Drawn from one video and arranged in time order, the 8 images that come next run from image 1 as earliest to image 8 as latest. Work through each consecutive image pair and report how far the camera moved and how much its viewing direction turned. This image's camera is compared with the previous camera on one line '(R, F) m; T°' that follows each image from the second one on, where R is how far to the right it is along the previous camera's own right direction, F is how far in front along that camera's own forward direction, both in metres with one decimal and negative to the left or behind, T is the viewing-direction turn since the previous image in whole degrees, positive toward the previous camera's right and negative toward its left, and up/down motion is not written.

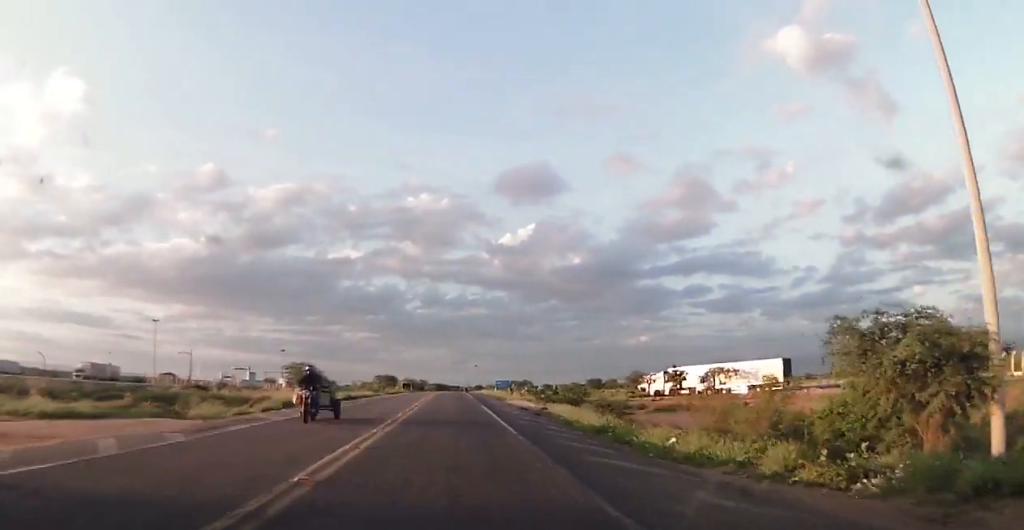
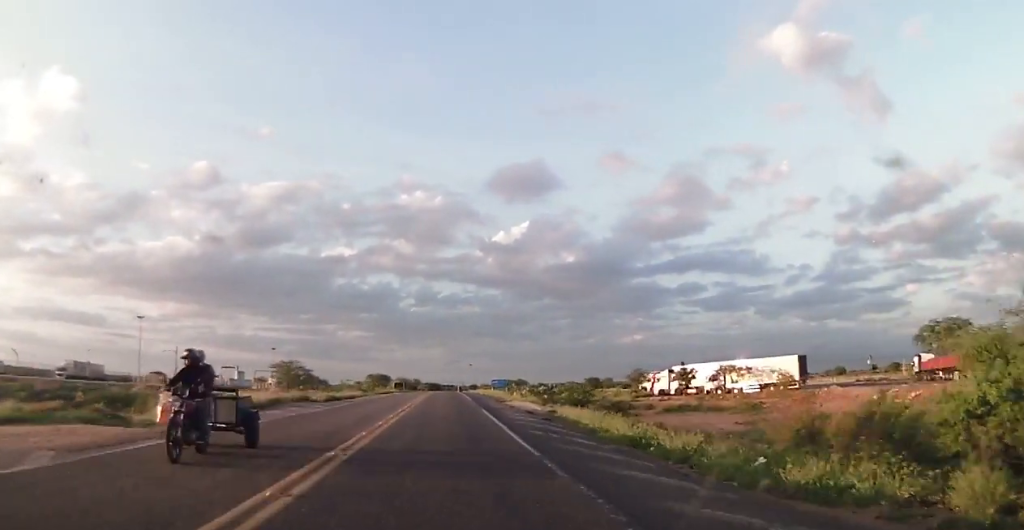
(-0.1, +5.1) m; +1°
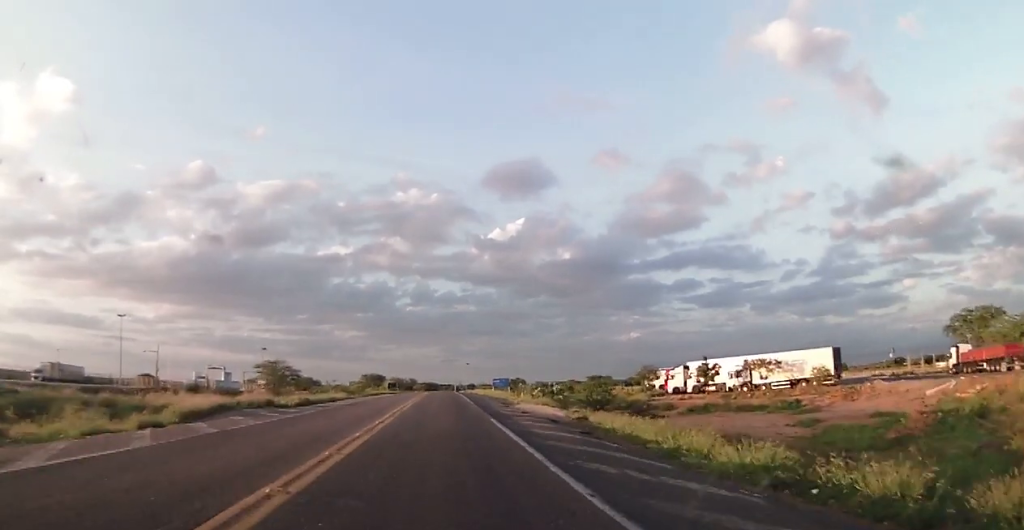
(+0.1, +7.8) m; +1°
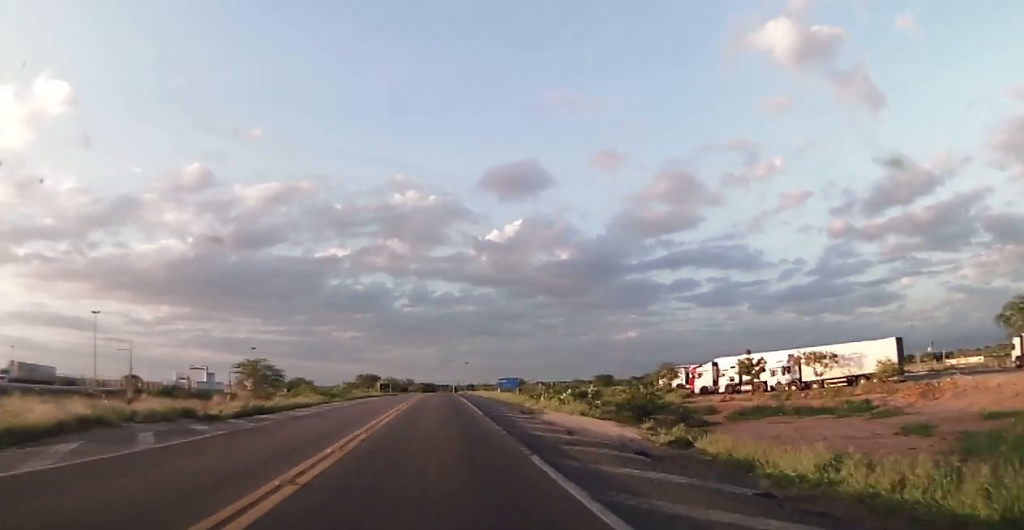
(+0.2, +10.9) m; 0°
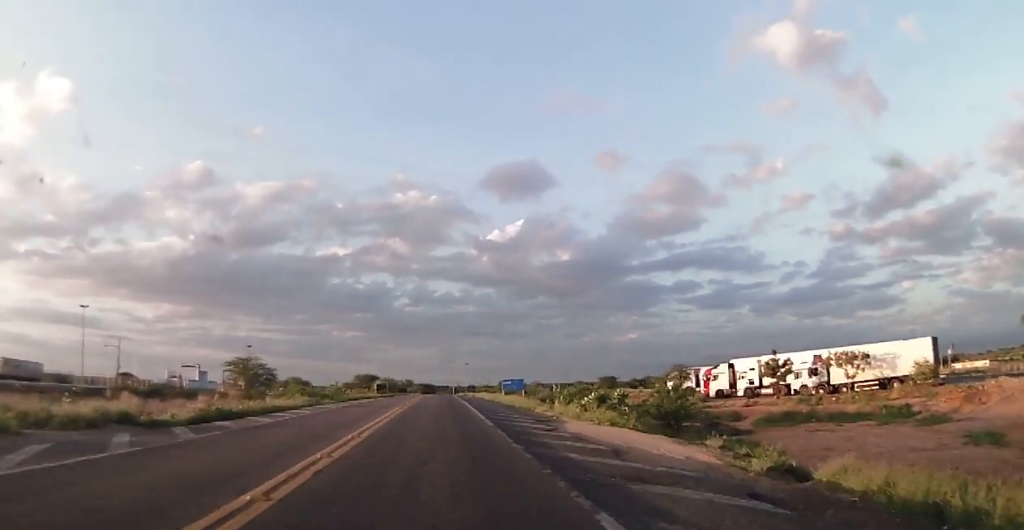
(-0.1, +4.9) m; -1°
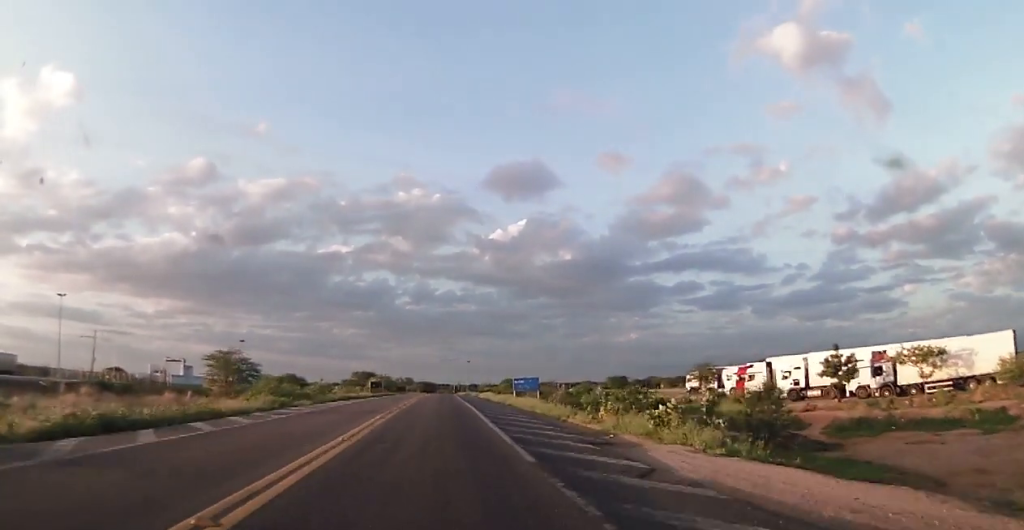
(0.0, +9.5) m; 0°
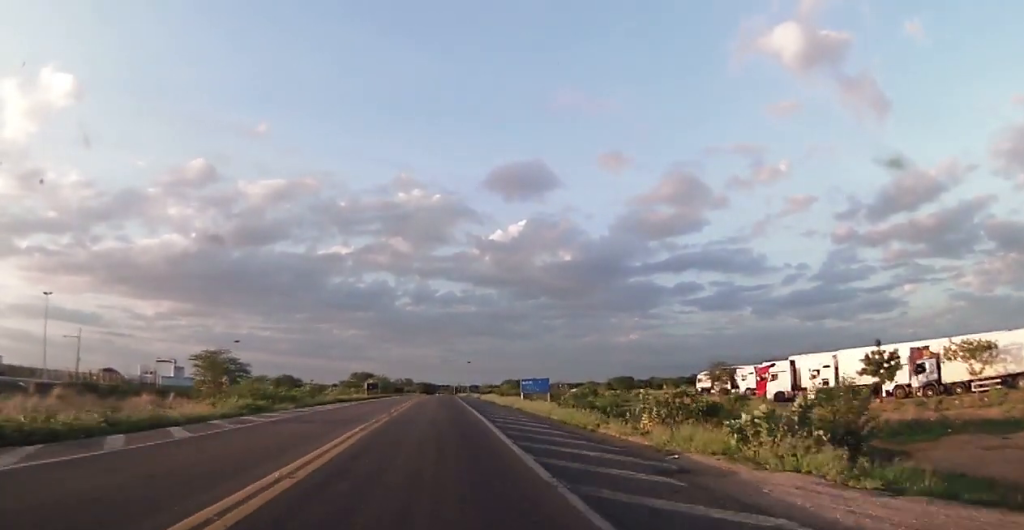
(0.0, +5.2) m; 0°
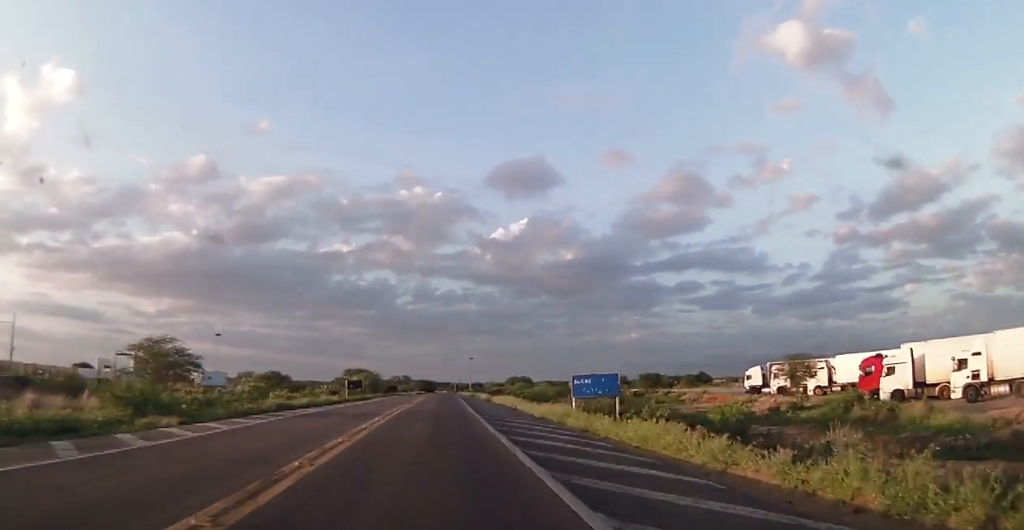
(-0.3, +18.9) m; -1°
